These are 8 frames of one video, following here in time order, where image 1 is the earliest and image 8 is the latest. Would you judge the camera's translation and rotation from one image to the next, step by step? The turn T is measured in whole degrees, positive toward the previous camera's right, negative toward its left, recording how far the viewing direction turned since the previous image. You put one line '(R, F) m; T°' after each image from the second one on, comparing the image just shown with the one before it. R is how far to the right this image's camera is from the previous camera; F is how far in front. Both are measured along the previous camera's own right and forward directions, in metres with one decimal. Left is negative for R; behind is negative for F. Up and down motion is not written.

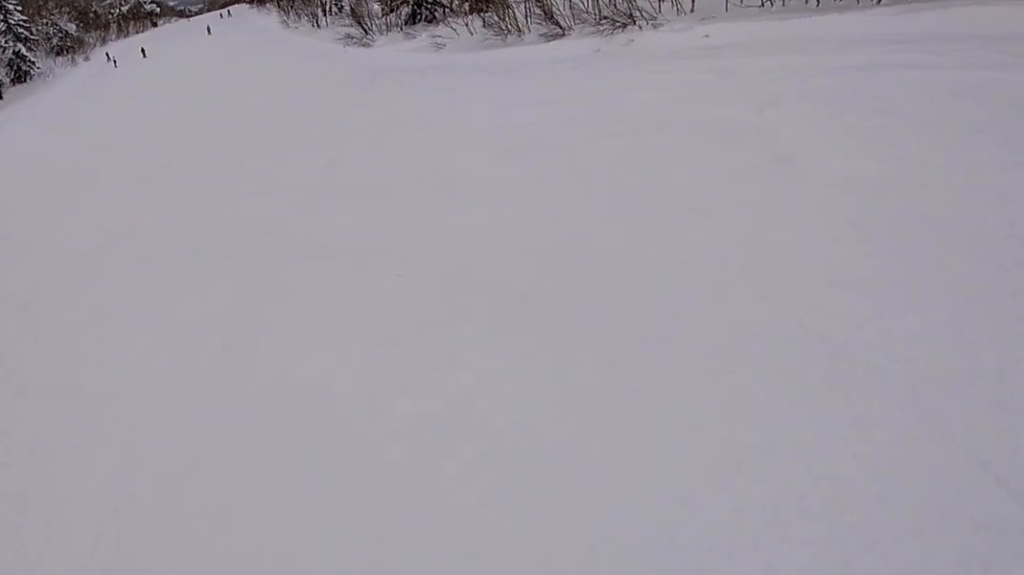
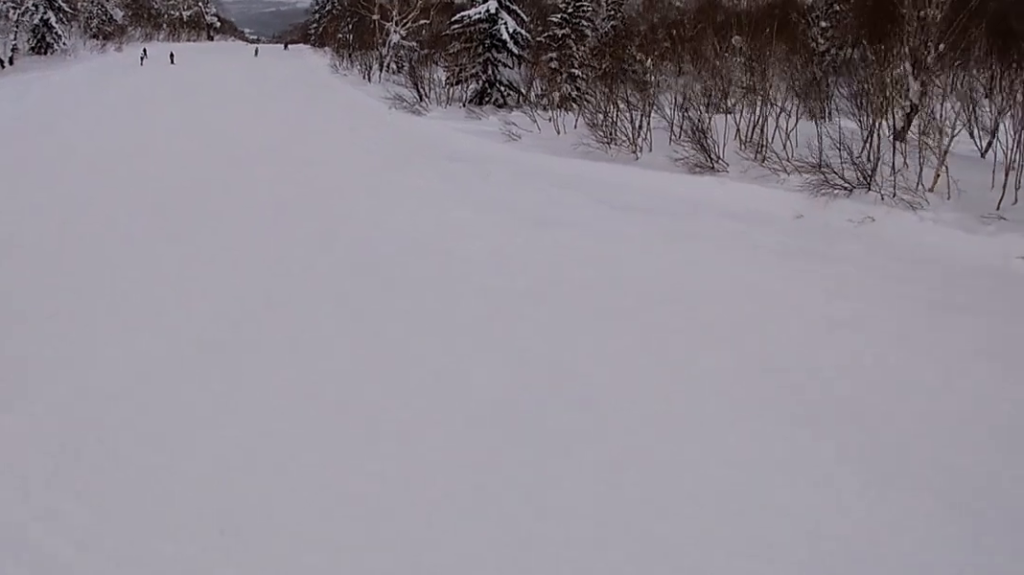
(+1.0, +12.7) m; +1°
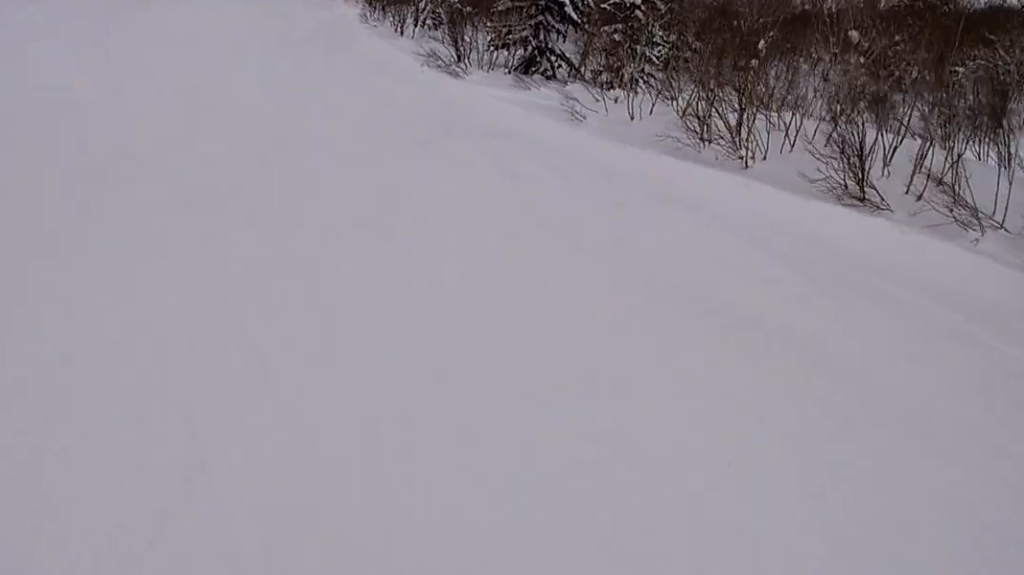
(+0.8, +6.0) m; -2°
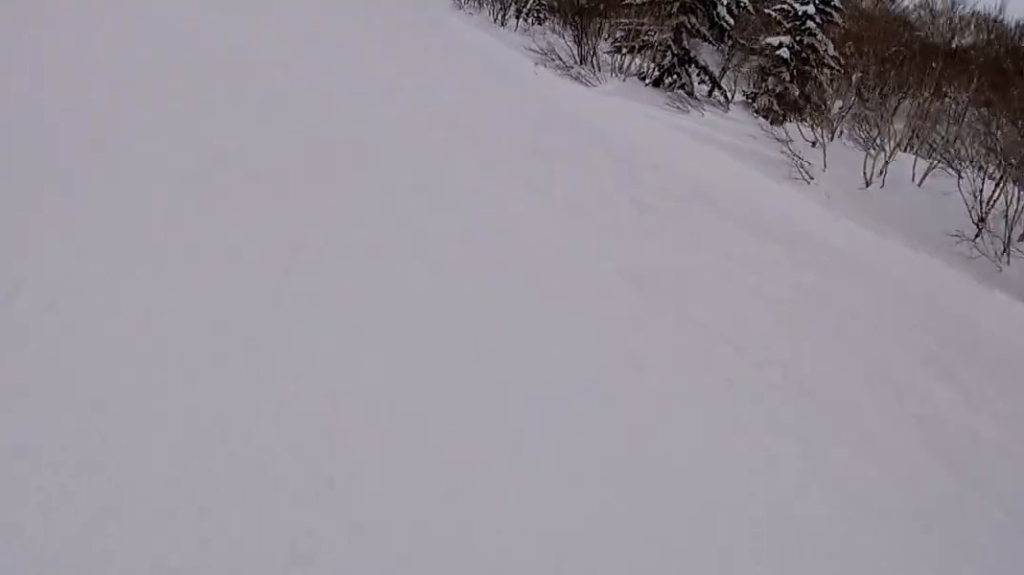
(-1.4, +8.9) m; -8°
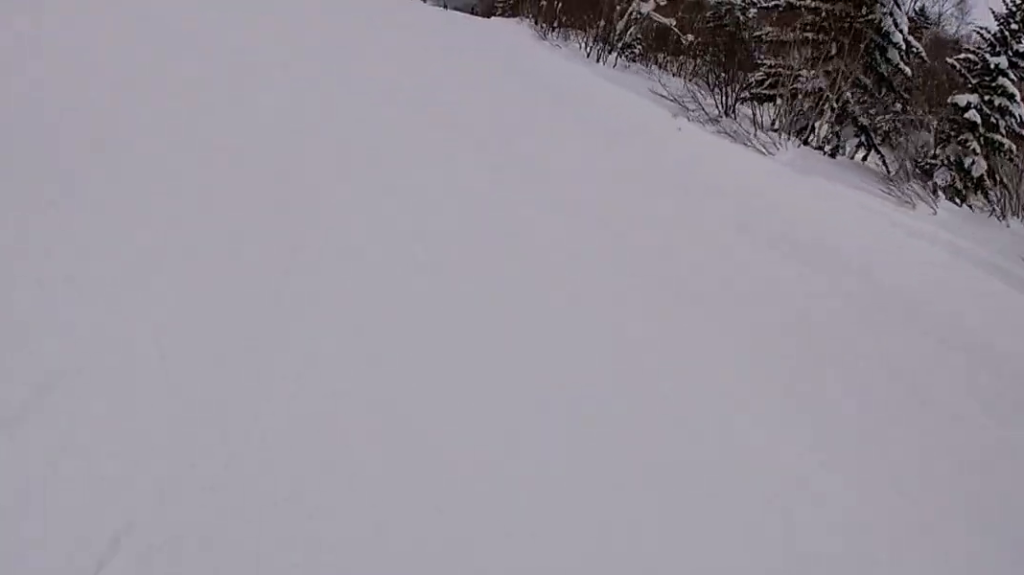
(-0.6, +8.4) m; -7°
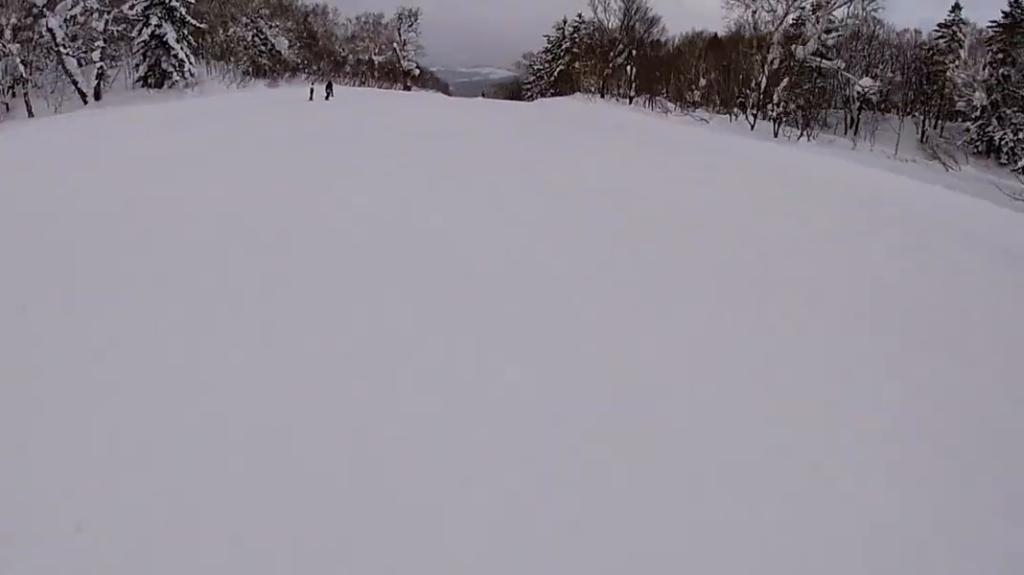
(-0.9, +13.4) m; -6°
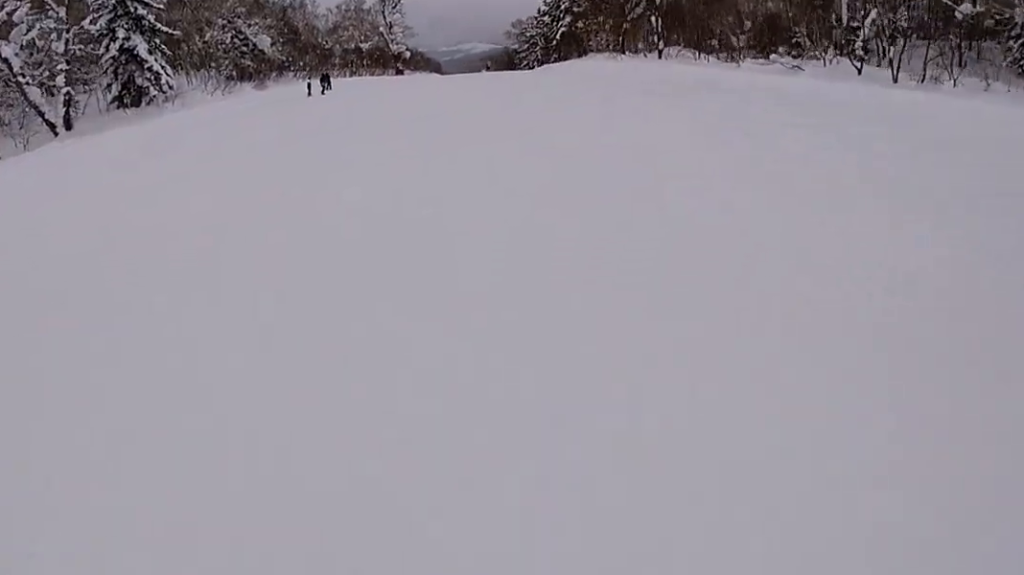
(-0.3, +6.2) m; 0°
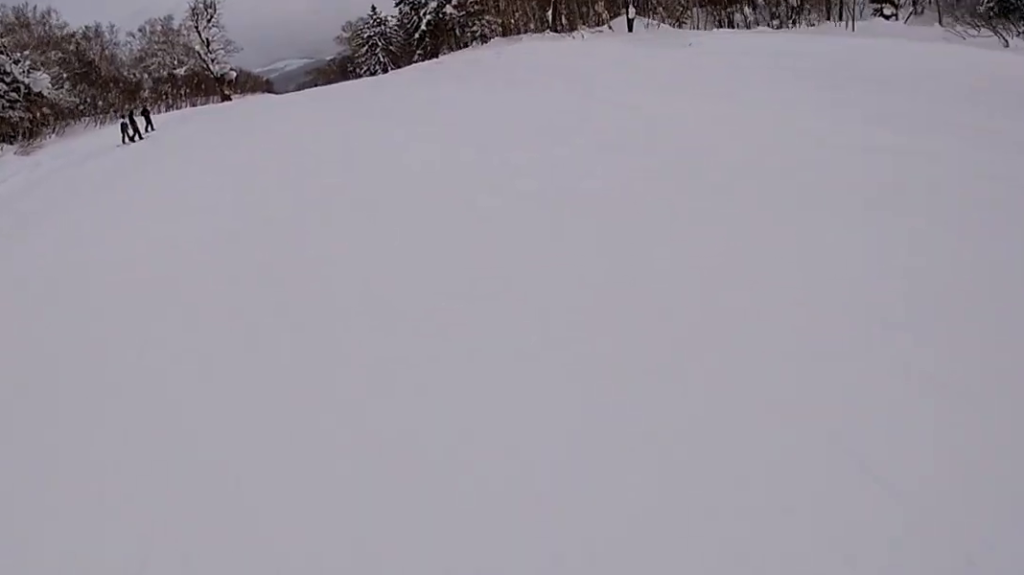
(+1.1, +20.8) m; +13°
